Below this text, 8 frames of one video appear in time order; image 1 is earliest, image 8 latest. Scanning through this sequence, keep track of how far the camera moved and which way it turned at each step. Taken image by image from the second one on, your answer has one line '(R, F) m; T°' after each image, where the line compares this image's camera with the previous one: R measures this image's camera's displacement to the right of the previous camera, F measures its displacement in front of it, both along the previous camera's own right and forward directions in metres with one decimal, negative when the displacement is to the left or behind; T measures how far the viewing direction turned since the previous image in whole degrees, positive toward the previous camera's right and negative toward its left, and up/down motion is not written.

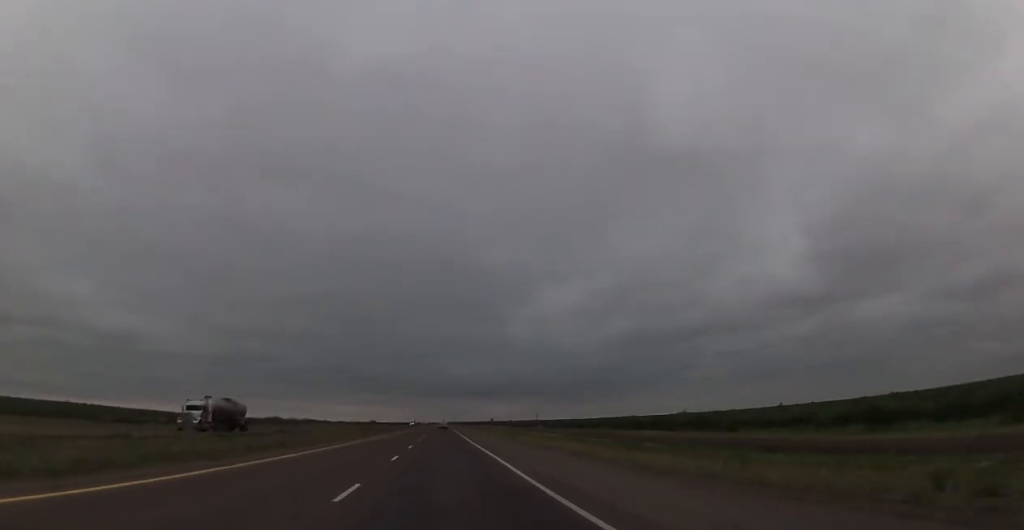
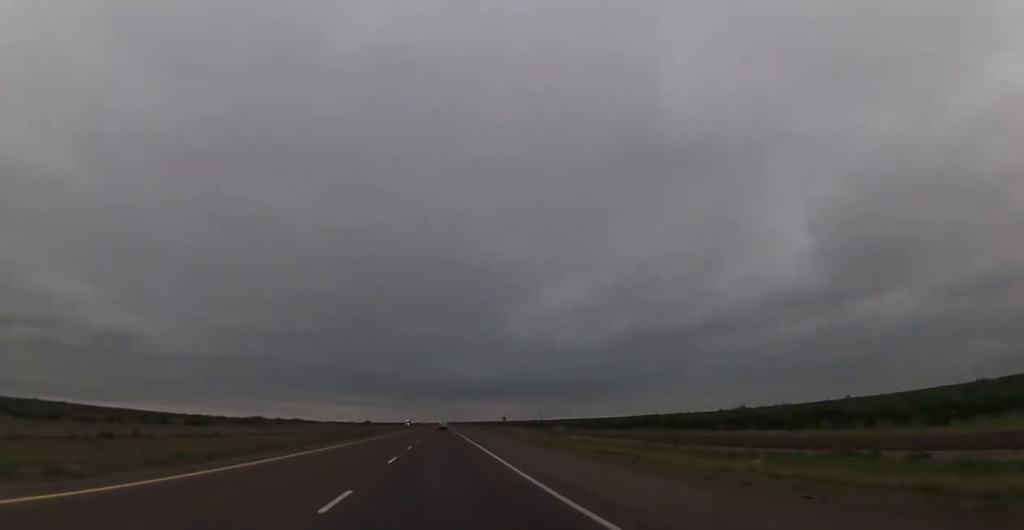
(+0.1, +37.7) m; +1°
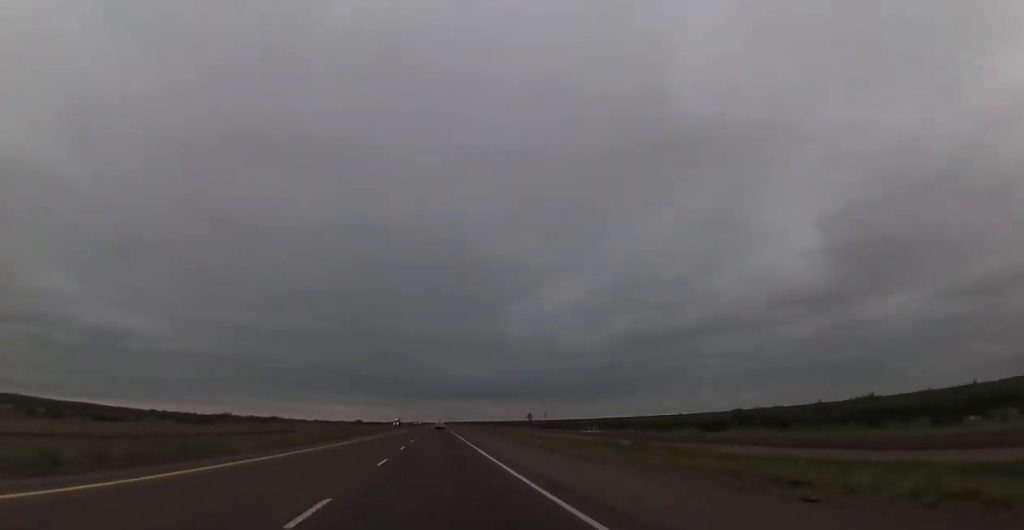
(+0.3, +49.9) m; 0°
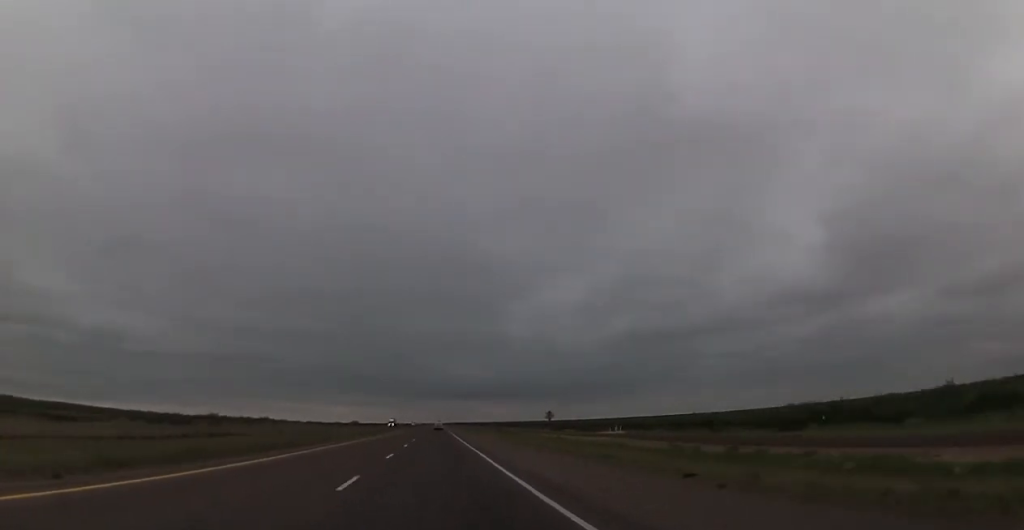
(-0.1, +19.4) m; 0°
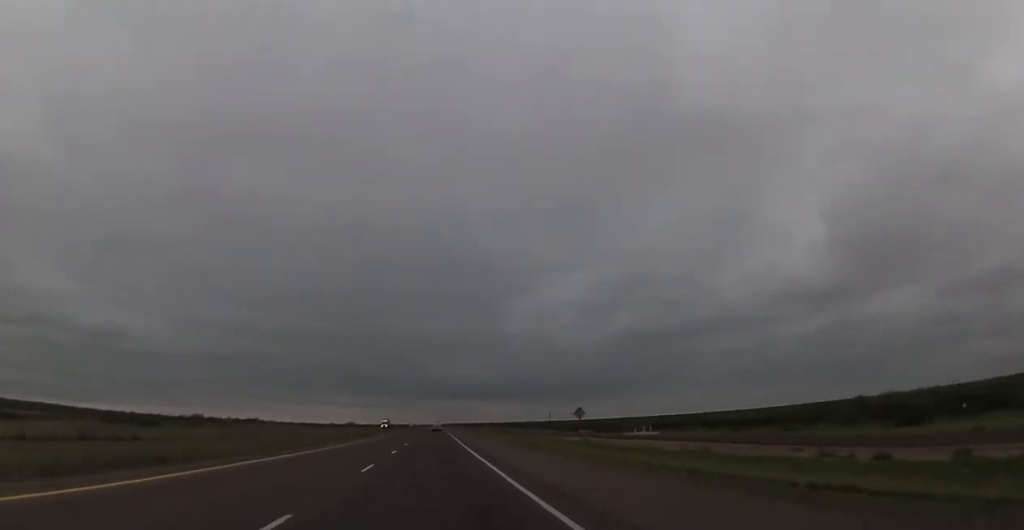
(0.0, +19.5) m; 0°
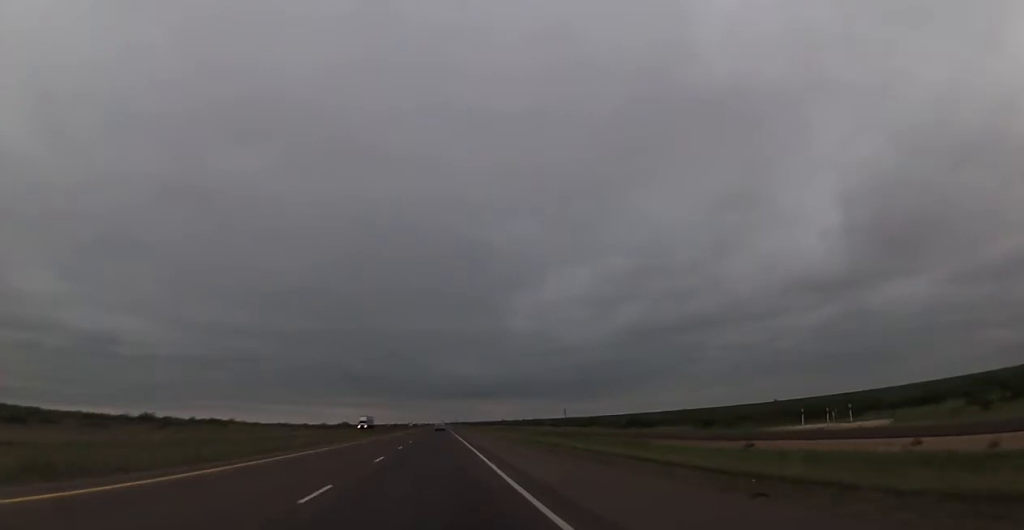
(+0.2, +56.1) m; 0°
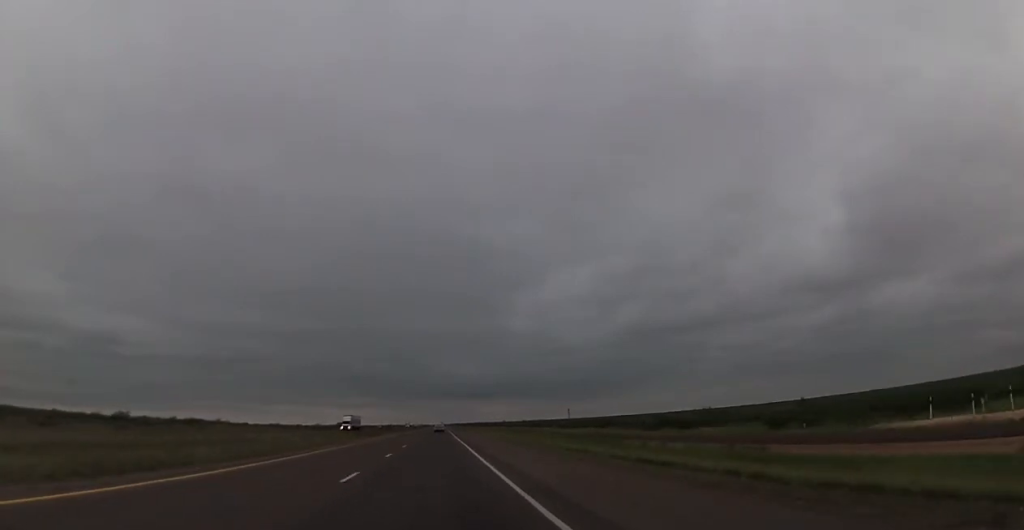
(0.0, +19.5) m; 0°
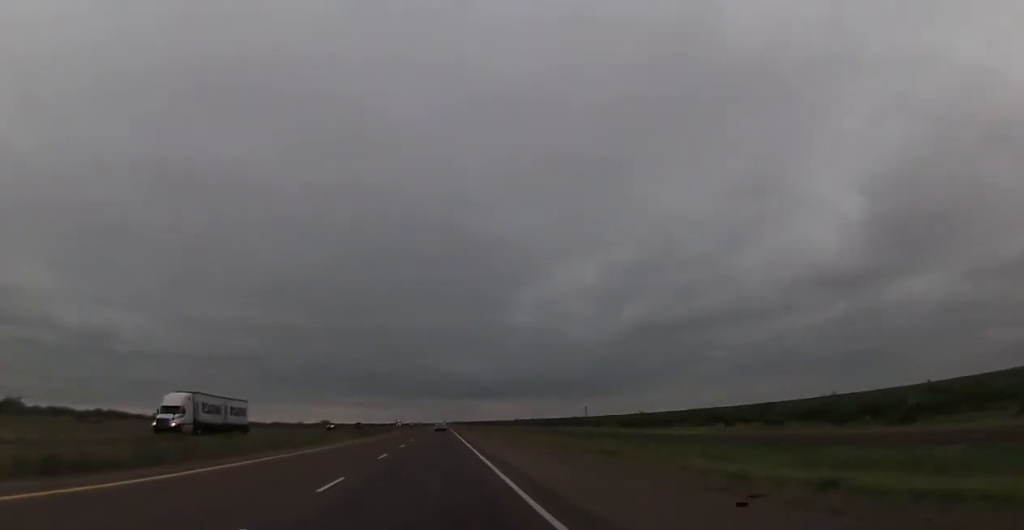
(+0.1, +63.4) m; 0°
